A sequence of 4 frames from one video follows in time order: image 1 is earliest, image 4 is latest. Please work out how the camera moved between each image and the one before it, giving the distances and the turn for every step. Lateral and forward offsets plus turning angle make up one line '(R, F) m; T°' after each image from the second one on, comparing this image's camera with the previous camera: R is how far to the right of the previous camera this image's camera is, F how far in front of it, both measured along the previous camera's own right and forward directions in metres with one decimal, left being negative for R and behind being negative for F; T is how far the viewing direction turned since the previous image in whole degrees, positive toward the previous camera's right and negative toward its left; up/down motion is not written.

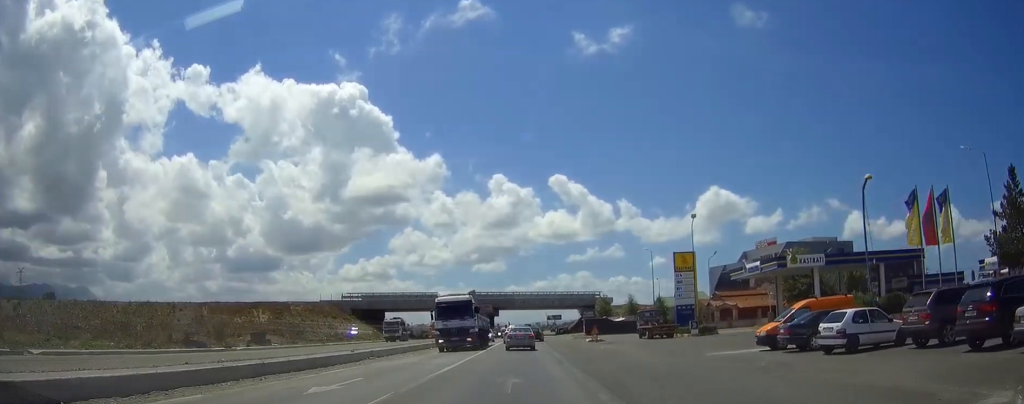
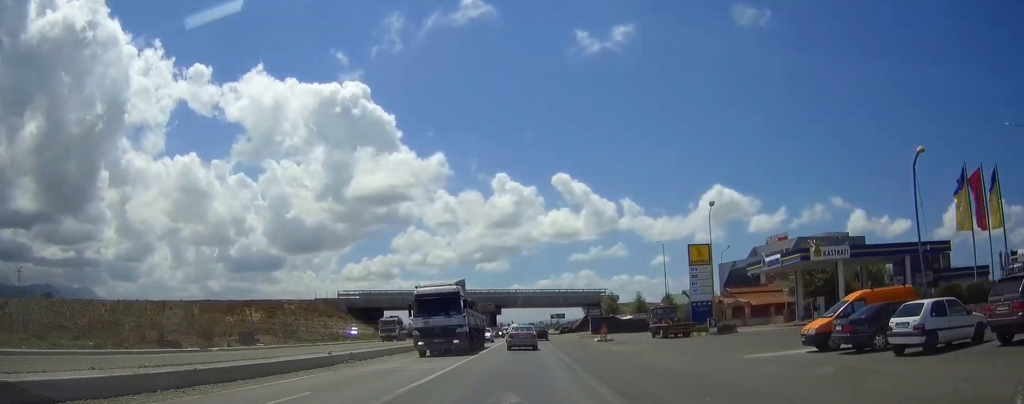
(0.0, +4.7) m; 0°
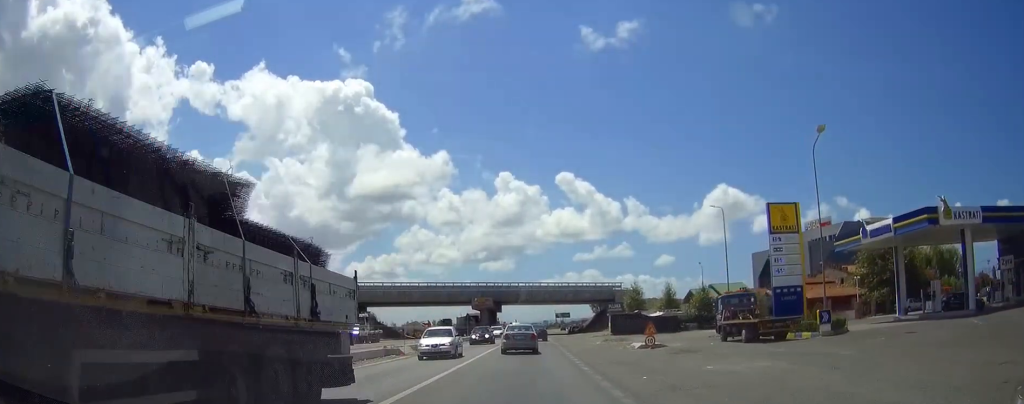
(-0.1, +19.2) m; 0°
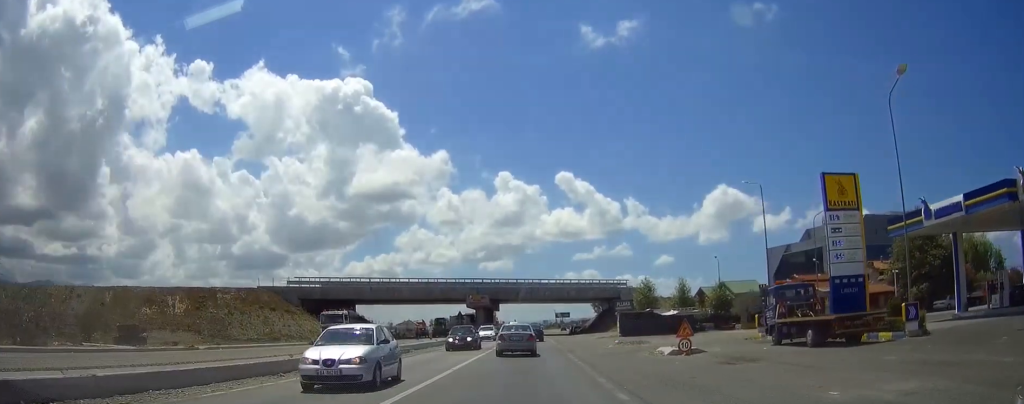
(0.0, +8.3) m; 0°
